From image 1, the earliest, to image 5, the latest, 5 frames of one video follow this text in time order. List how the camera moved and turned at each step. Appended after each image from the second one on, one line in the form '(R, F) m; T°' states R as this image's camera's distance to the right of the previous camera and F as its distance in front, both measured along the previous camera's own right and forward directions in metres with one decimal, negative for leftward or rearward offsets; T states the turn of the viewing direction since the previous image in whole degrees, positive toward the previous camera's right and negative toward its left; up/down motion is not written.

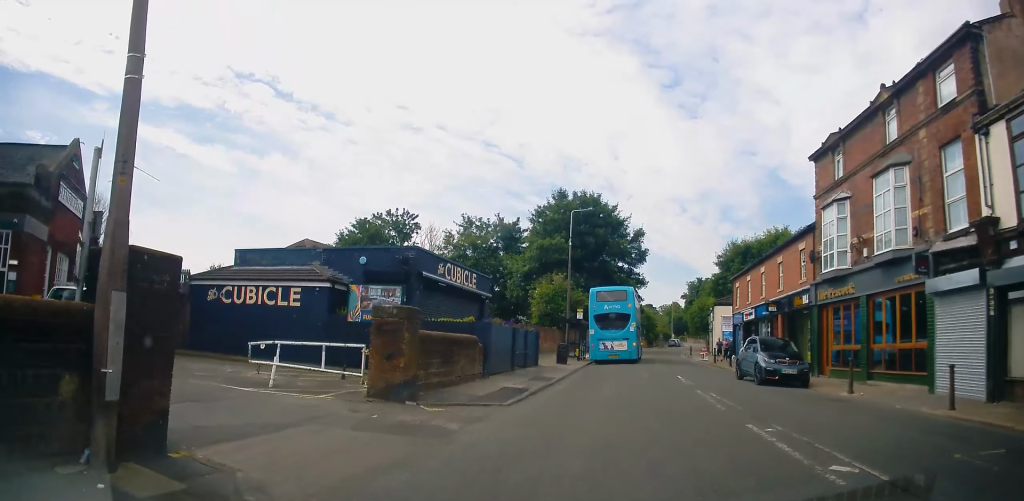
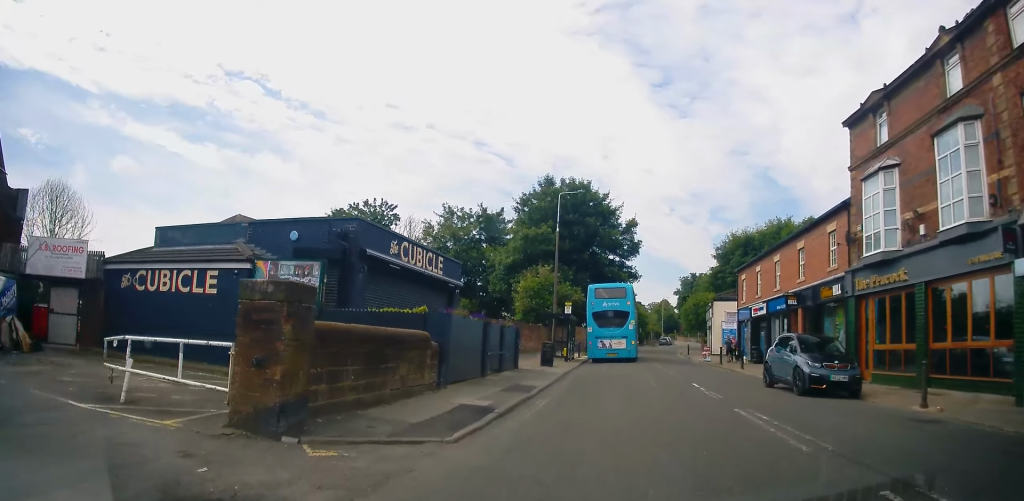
(-0.2, +4.1) m; -2°
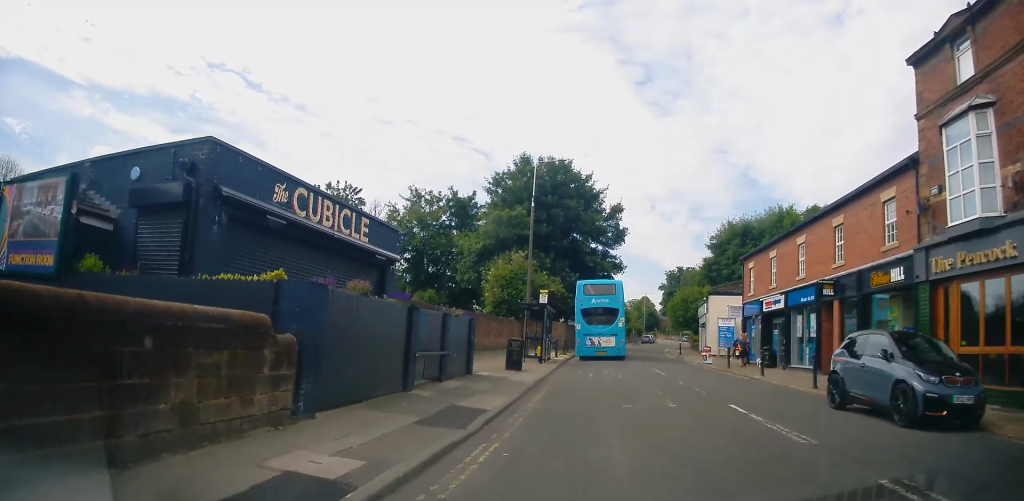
(+0.1, +5.4) m; +3°
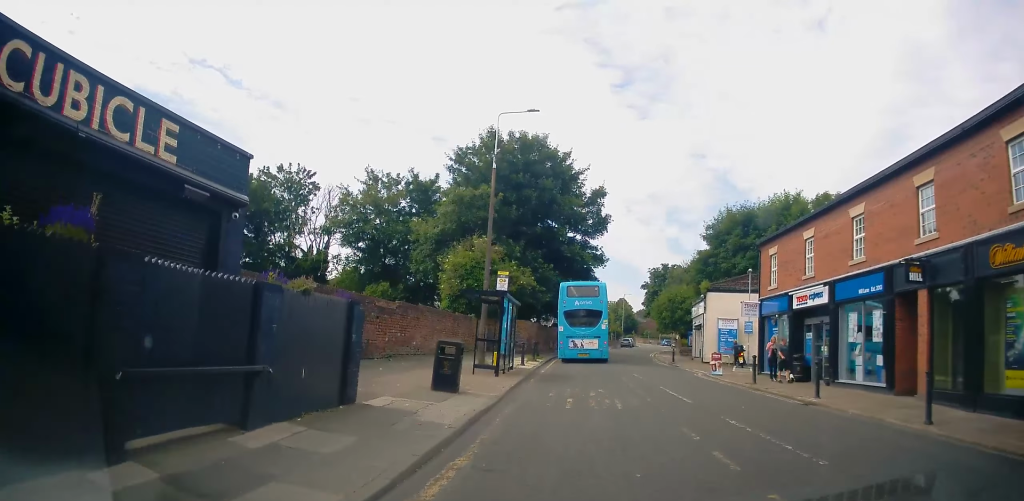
(+0.2, +6.7) m; +4°
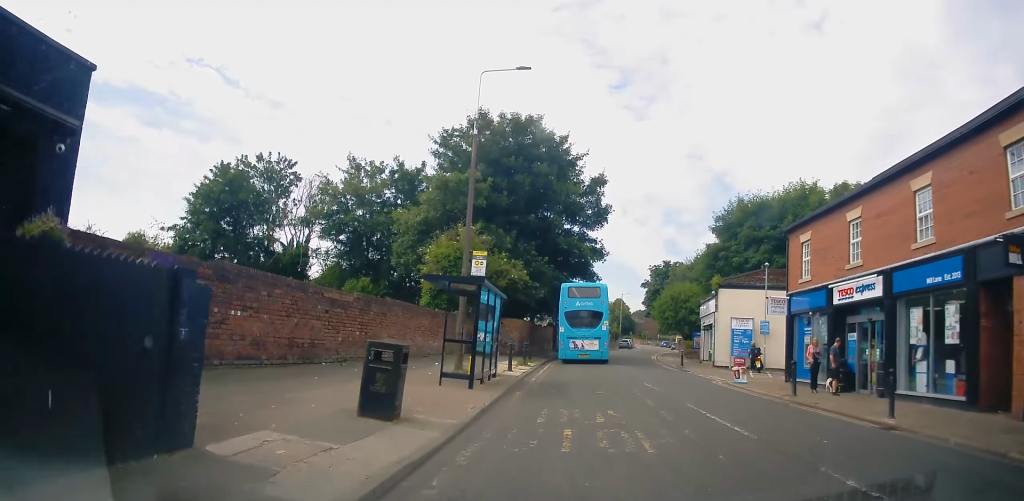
(0.0, +3.7) m; +2°
